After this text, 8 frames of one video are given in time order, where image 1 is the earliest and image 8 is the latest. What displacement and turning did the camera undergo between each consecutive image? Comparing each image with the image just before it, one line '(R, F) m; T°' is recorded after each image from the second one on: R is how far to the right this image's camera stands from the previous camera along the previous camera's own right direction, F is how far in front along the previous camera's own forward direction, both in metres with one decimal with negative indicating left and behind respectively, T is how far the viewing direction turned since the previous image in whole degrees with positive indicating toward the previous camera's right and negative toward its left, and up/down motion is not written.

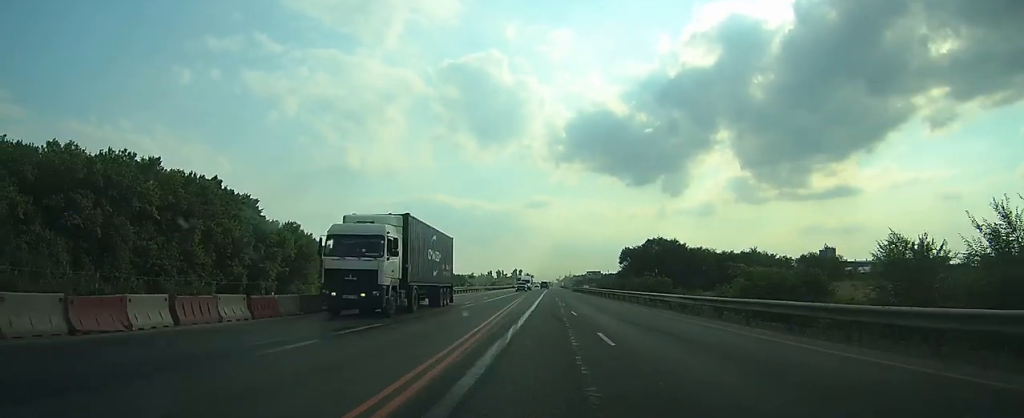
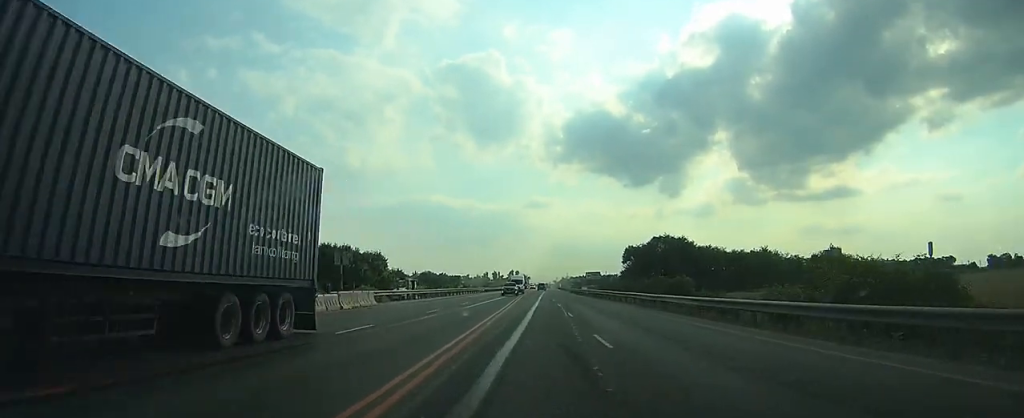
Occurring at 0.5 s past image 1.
(-0.1, +12.4) m; 0°
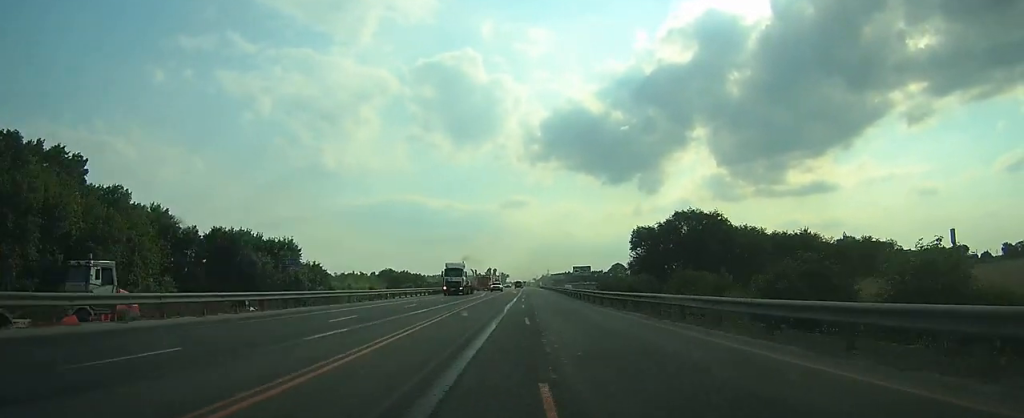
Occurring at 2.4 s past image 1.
(-0.1, +44.0) m; 0°
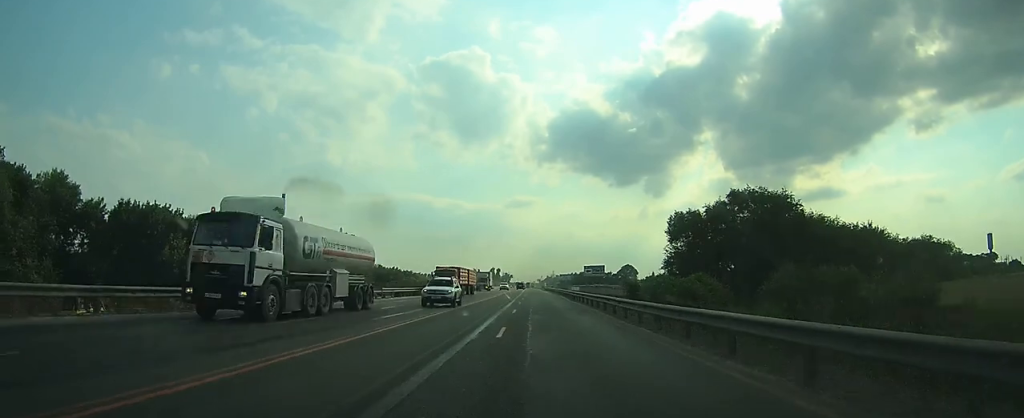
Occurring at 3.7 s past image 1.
(+0.3, +28.2) m; +1°
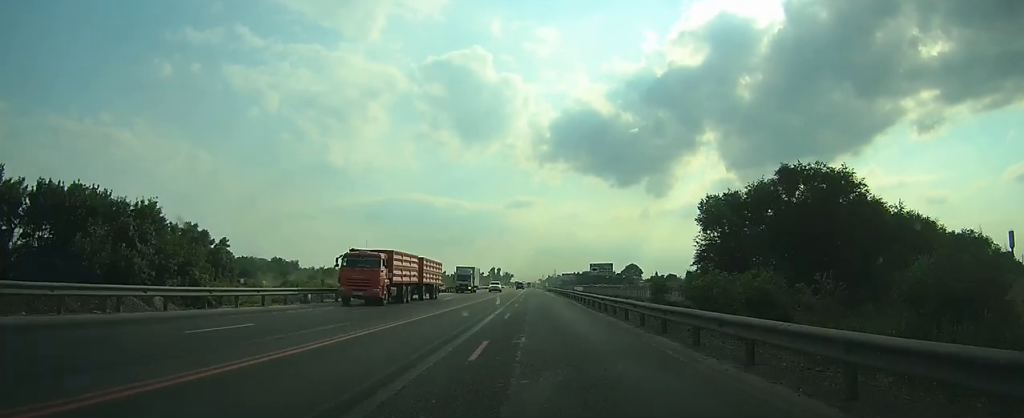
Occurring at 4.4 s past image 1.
(0.0, +16.5) m; 0°
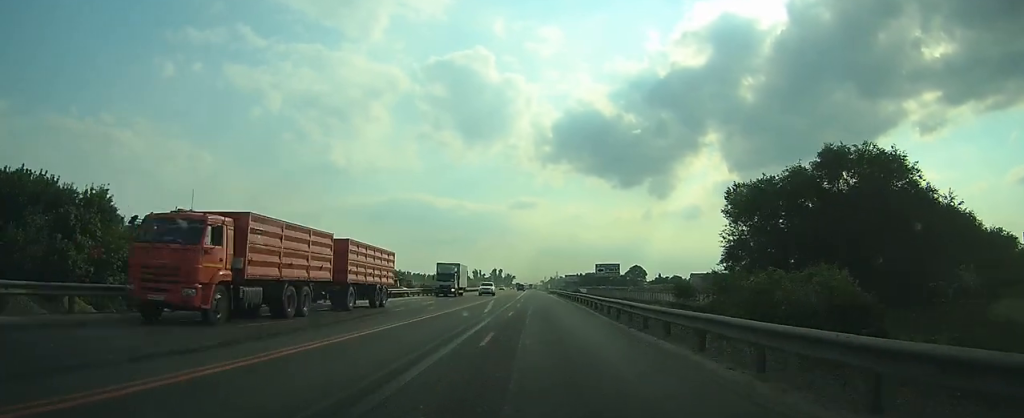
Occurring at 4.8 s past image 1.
(0.0, +9.7) m; 0°
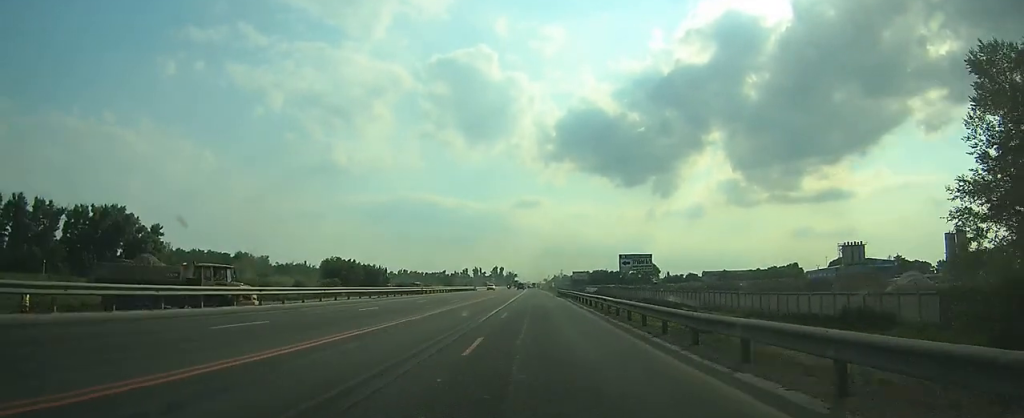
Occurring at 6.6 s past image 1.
(0.0, +38.4) m; 0°
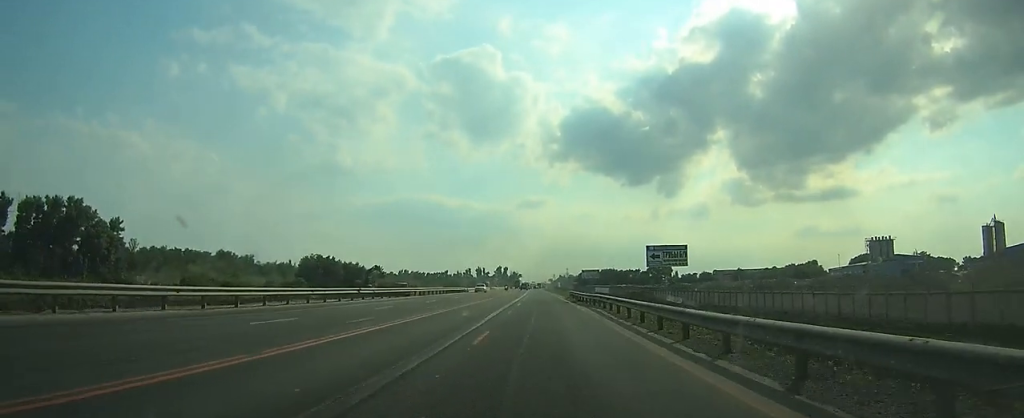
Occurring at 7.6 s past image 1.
(-0.1, +22.6) m; -1°
